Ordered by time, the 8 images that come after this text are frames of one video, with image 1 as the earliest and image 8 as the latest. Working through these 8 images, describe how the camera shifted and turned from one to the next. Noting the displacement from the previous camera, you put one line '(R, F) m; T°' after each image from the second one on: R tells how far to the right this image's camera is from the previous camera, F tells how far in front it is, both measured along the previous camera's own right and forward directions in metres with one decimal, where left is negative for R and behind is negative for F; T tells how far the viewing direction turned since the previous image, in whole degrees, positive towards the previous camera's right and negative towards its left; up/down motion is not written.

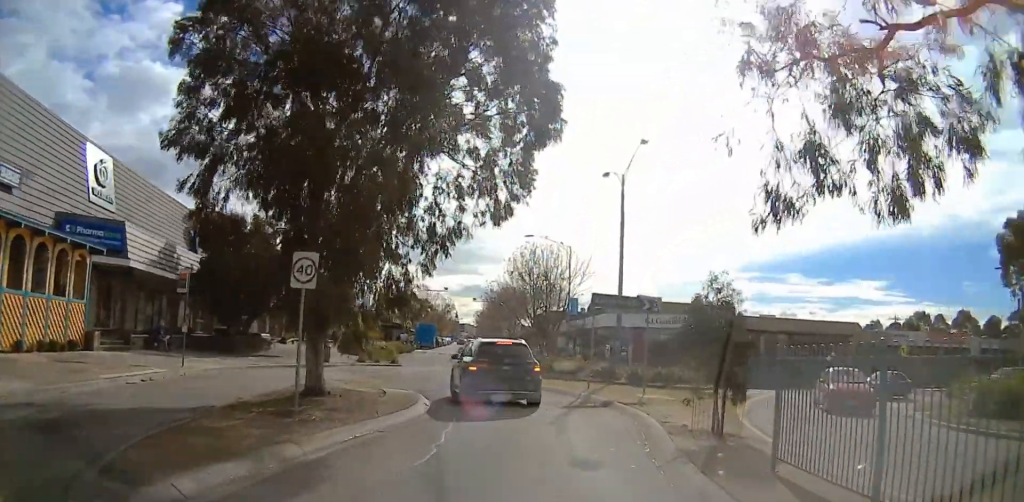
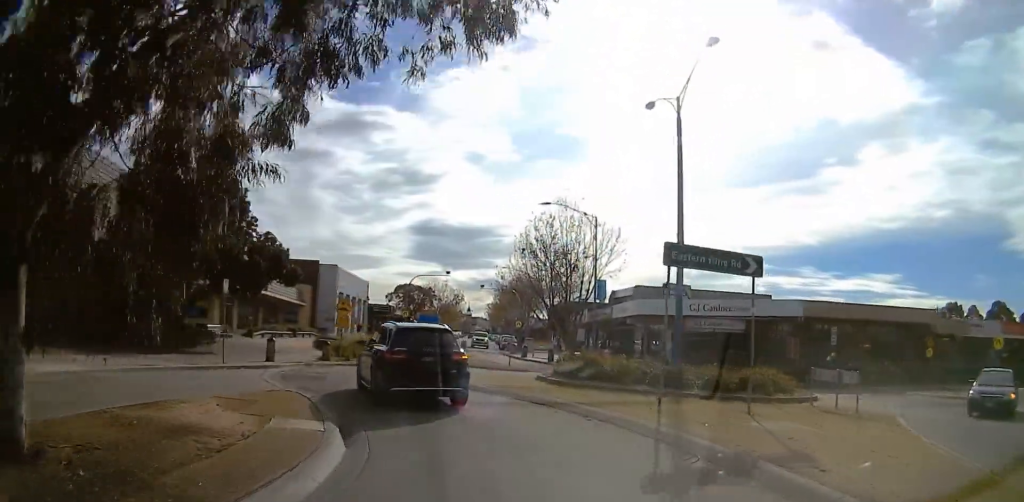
(+1.6, +10.6) m; -1°
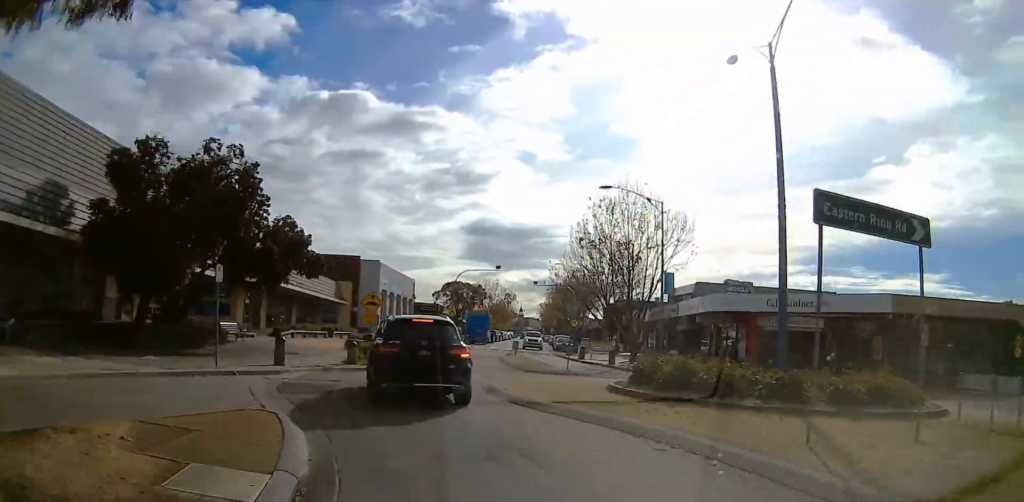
(-0.6, +5.5) m; -9°
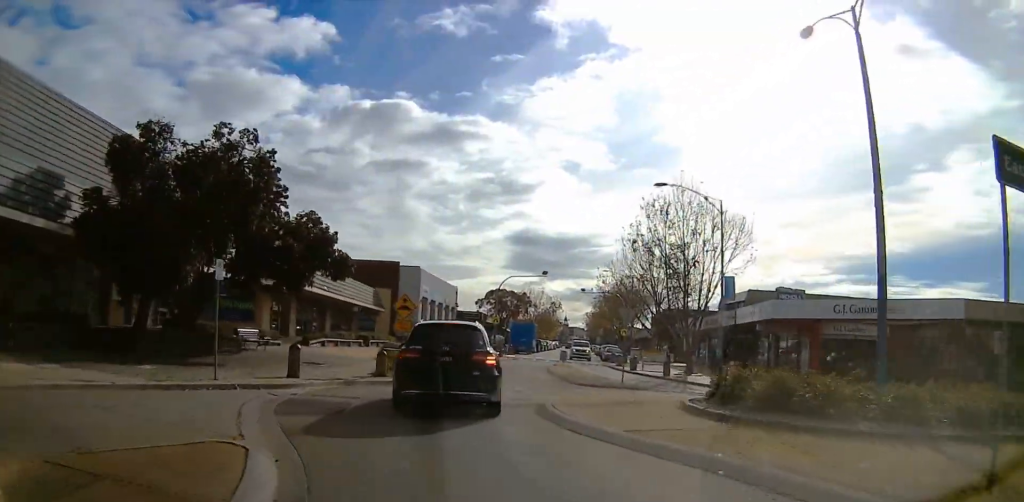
(-0.1, +3.6) m; -3°
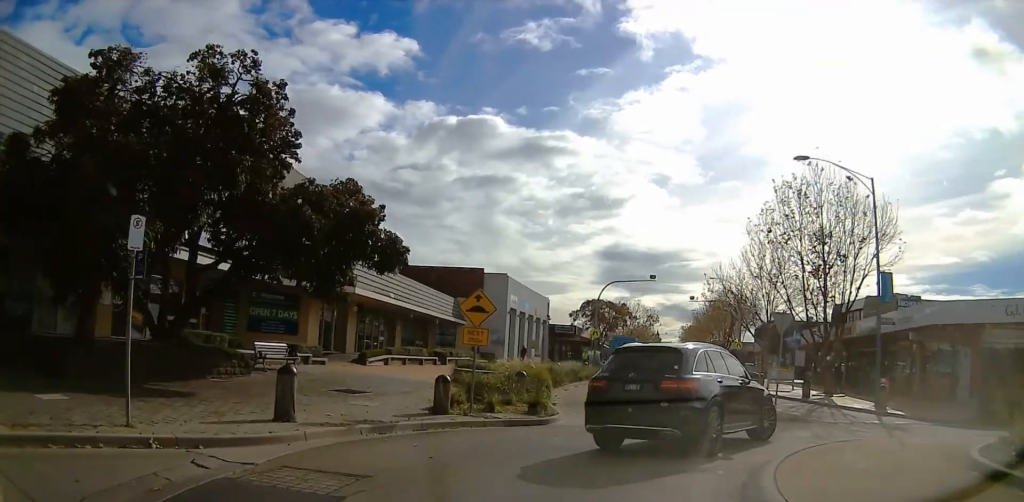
(-0.4, +8.3) m; -3°
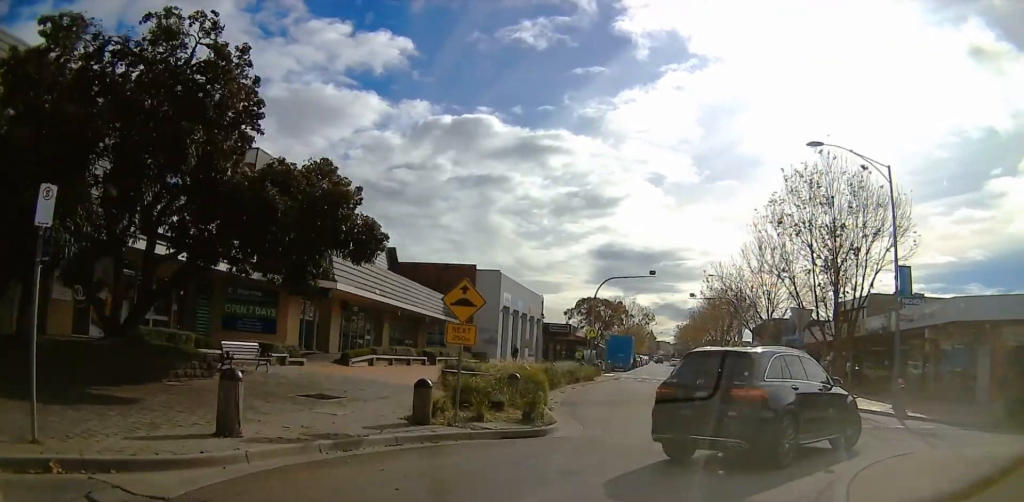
(0.0, +2.1) m; +1°
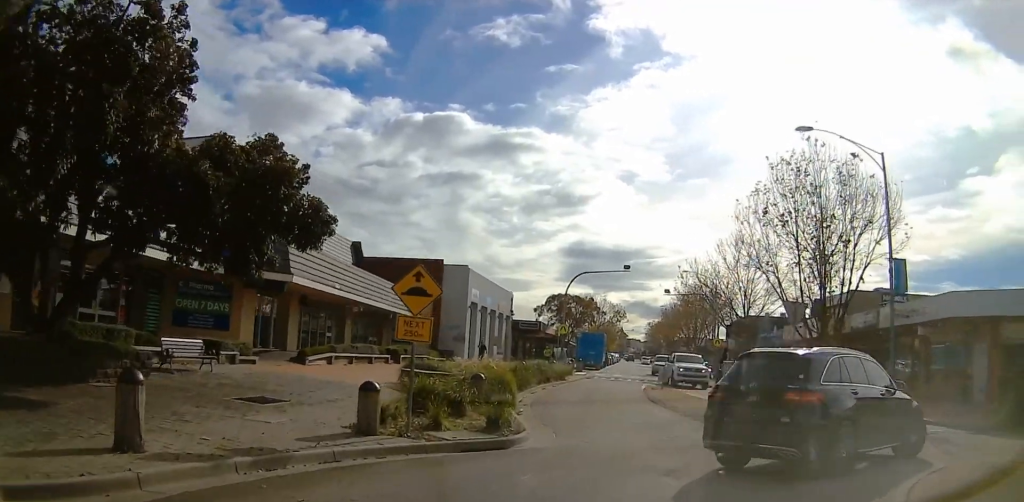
(0.0, +1.9) m; +1°
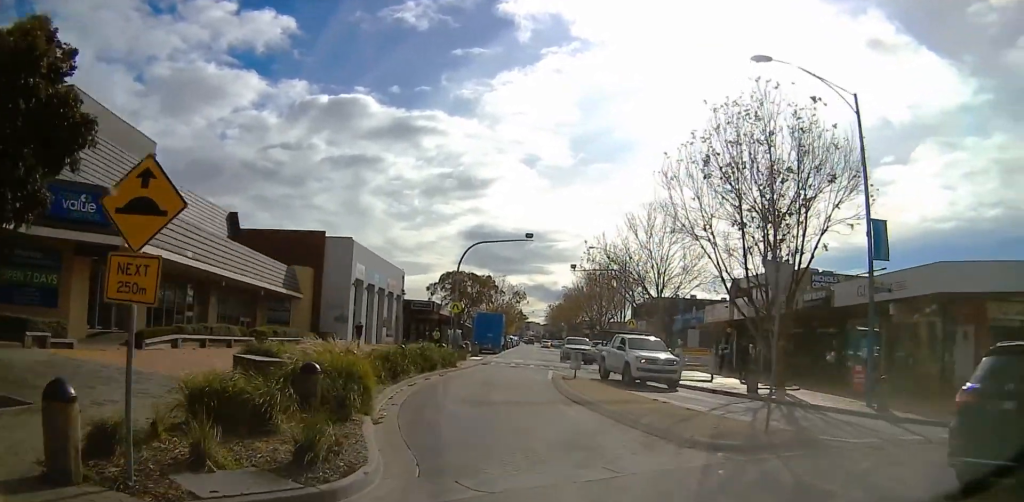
(+0.2, +5.6) m; +3°
